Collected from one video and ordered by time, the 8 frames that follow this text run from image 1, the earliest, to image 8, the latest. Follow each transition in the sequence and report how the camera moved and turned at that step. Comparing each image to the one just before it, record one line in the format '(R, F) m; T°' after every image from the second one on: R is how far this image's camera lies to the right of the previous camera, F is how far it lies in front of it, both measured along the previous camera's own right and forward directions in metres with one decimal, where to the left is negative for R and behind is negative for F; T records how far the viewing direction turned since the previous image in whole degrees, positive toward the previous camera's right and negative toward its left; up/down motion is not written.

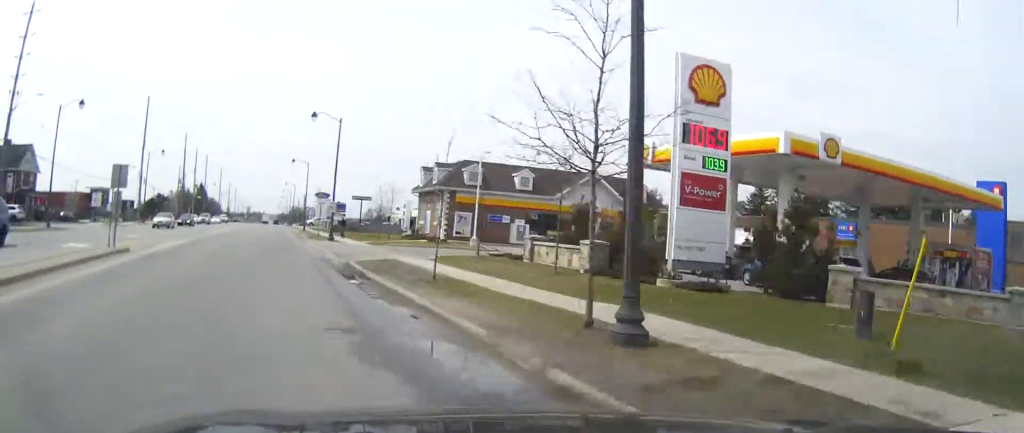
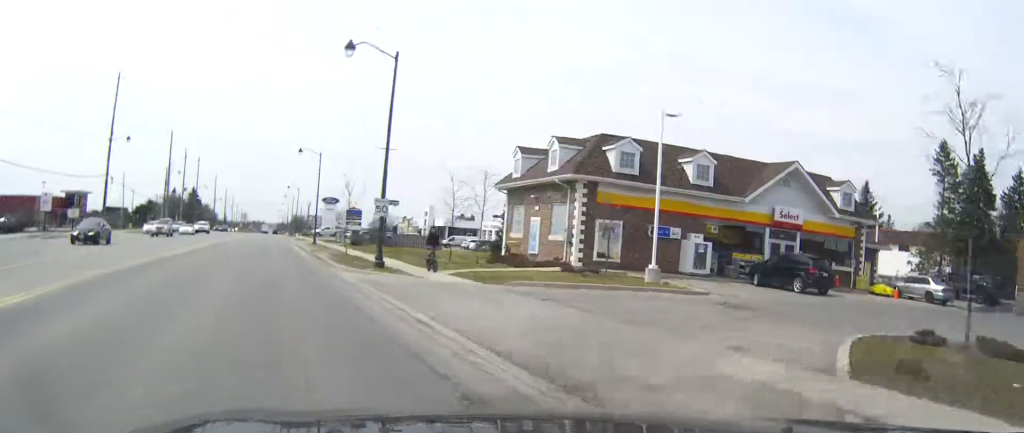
(0.0, +24.6) m; 0°
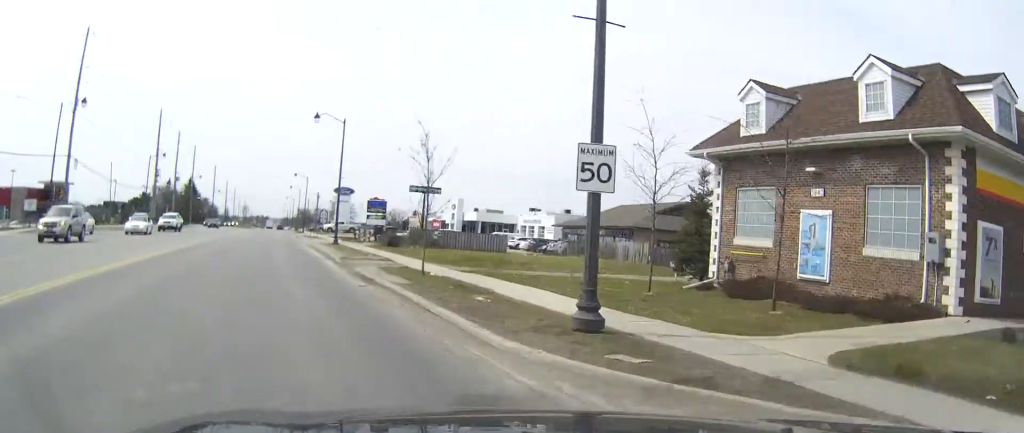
(-0.1, +19.8) m; 0°
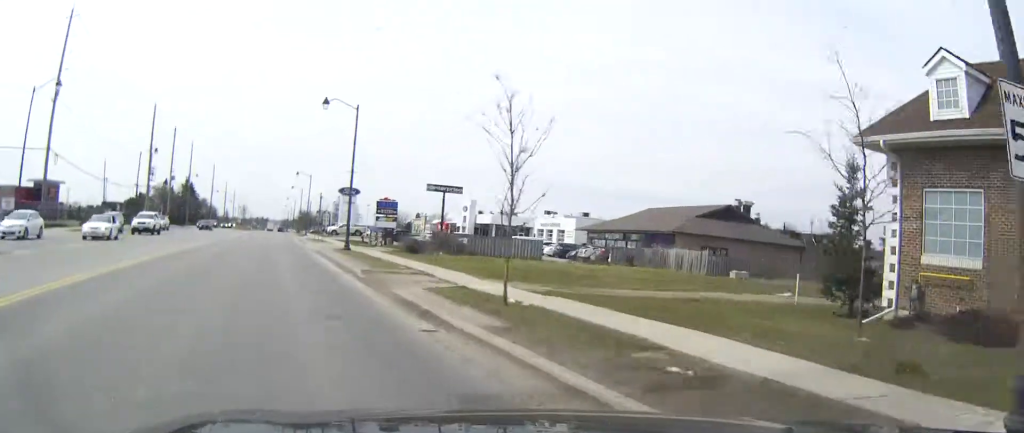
(0.0, +7.5) m; 0°
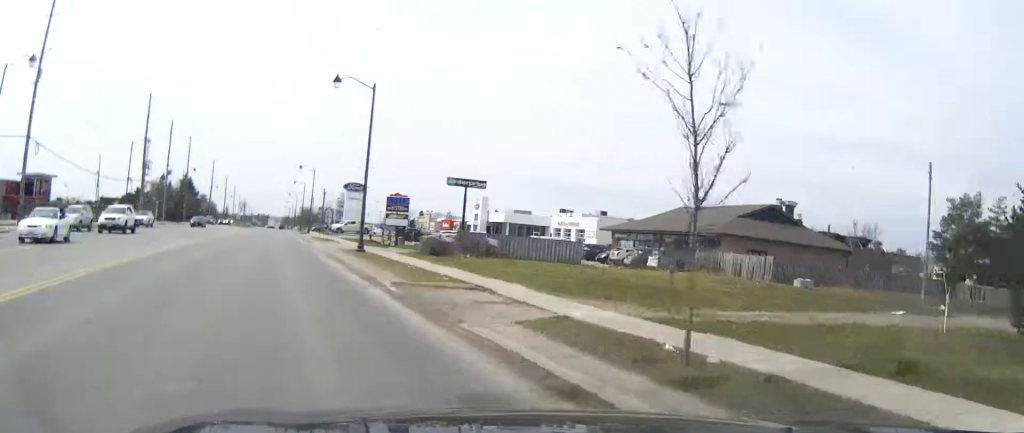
(0.0, +6.4) m; 0°
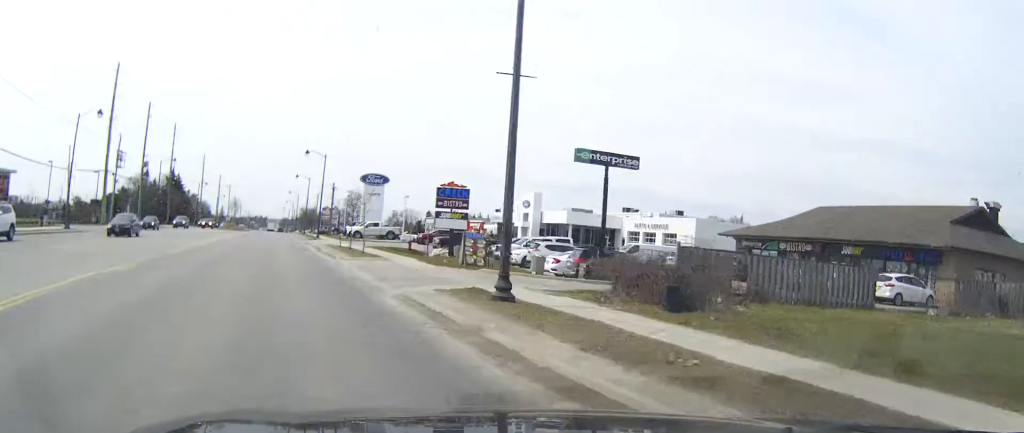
(0.0, +24.4) m; 0°
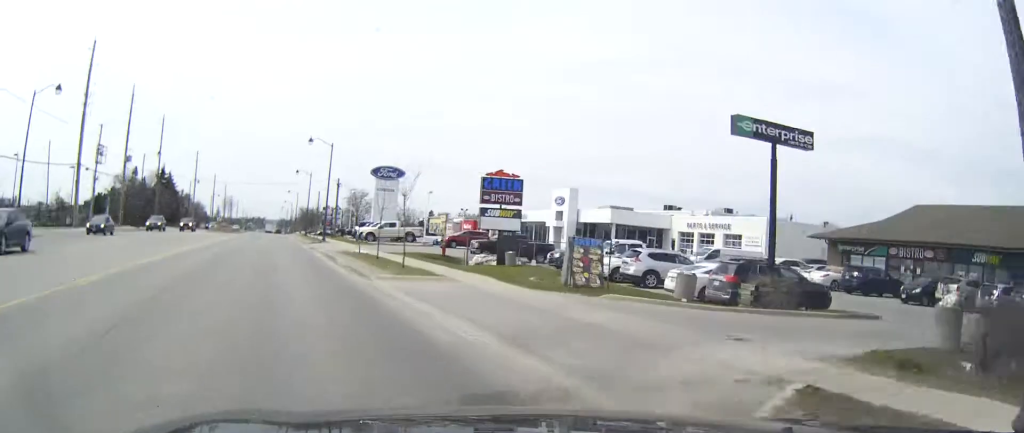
(0.0, +12.4) m; 0°
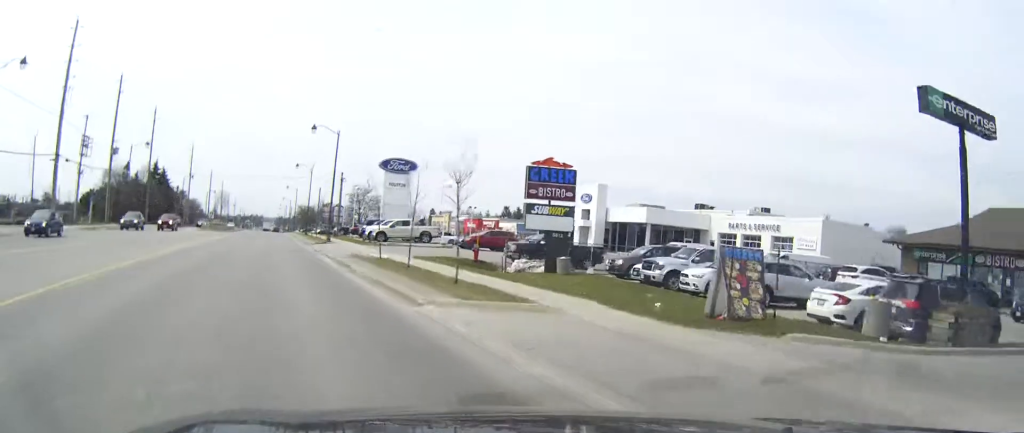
(0.0, +8.0) m; 0°
